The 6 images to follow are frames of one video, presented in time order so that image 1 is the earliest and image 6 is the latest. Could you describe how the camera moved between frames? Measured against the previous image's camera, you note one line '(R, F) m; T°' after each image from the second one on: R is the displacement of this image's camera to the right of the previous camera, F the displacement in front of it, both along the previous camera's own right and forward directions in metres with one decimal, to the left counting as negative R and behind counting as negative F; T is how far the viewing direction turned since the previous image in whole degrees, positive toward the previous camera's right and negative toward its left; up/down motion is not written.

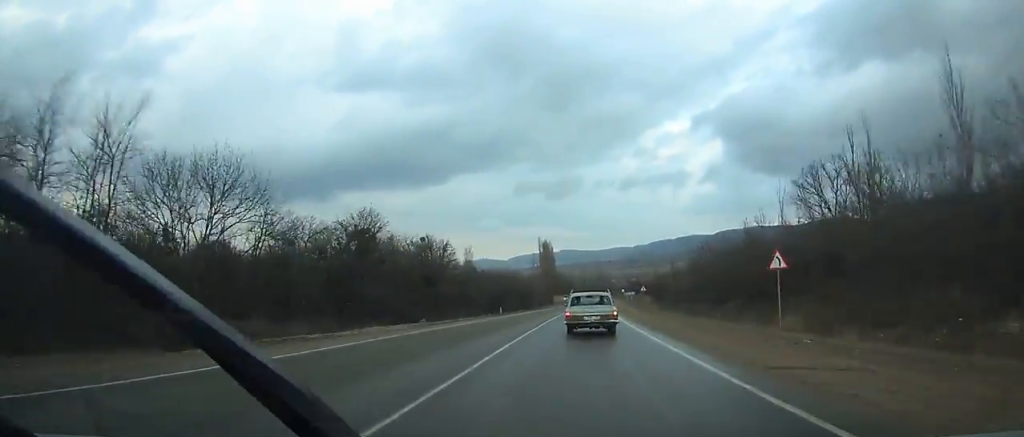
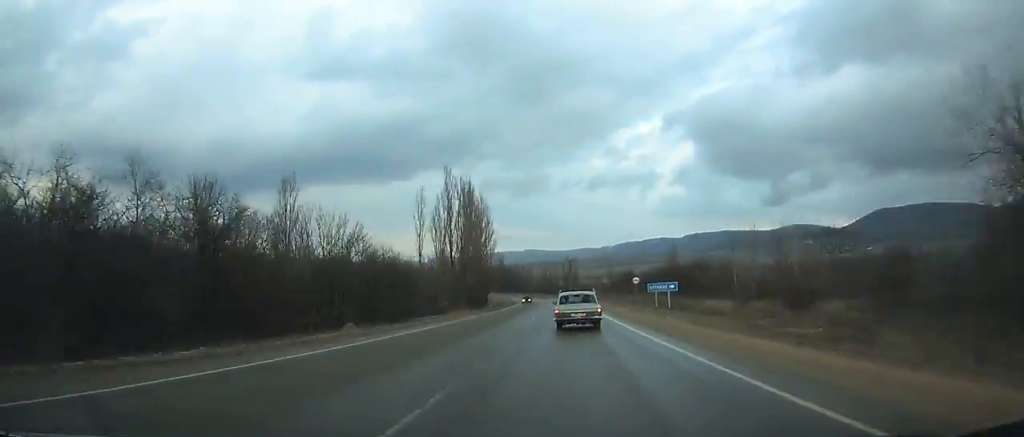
(+2.2, +86.0) m; +1°
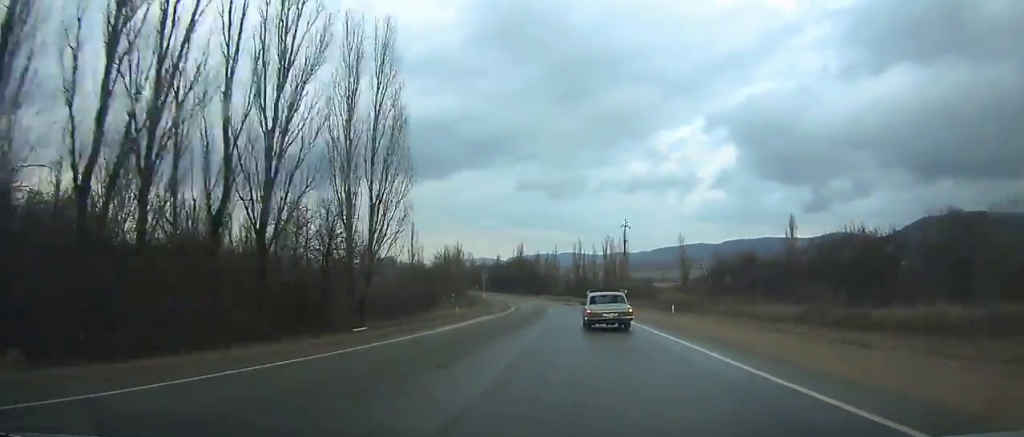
(-1.2, +80.2) m; -3°
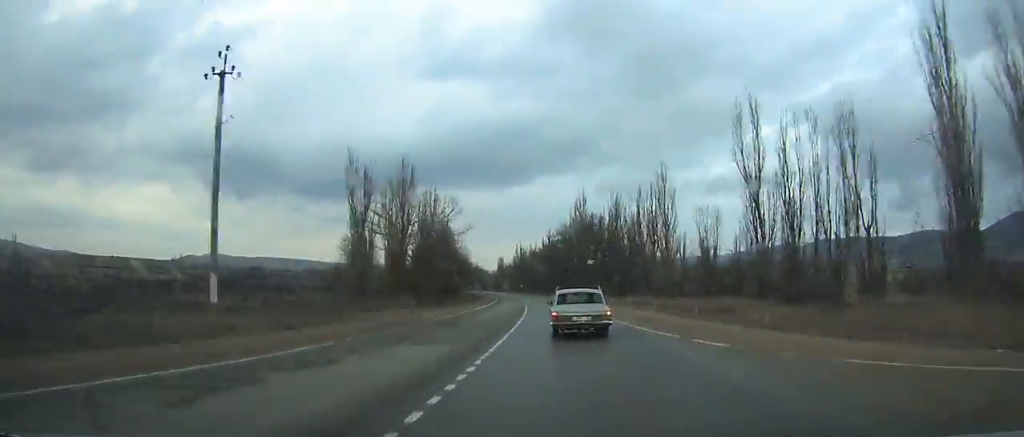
(-8.4, +116.7) m; -9°
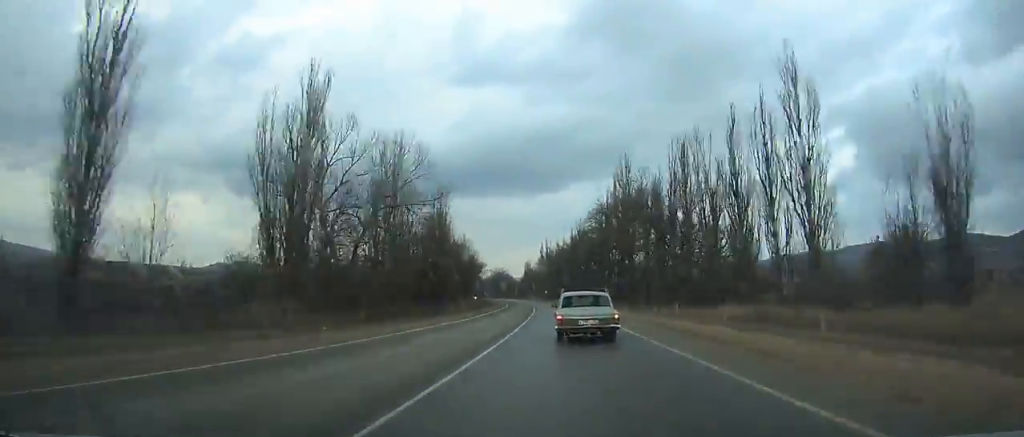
(-0.7, +33.4) m; -2°
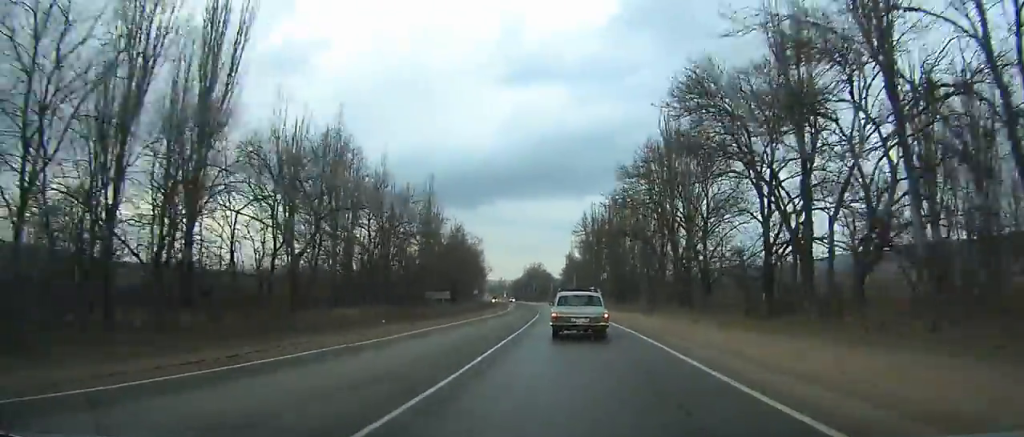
(-3.4, +80.0) m; -5°
